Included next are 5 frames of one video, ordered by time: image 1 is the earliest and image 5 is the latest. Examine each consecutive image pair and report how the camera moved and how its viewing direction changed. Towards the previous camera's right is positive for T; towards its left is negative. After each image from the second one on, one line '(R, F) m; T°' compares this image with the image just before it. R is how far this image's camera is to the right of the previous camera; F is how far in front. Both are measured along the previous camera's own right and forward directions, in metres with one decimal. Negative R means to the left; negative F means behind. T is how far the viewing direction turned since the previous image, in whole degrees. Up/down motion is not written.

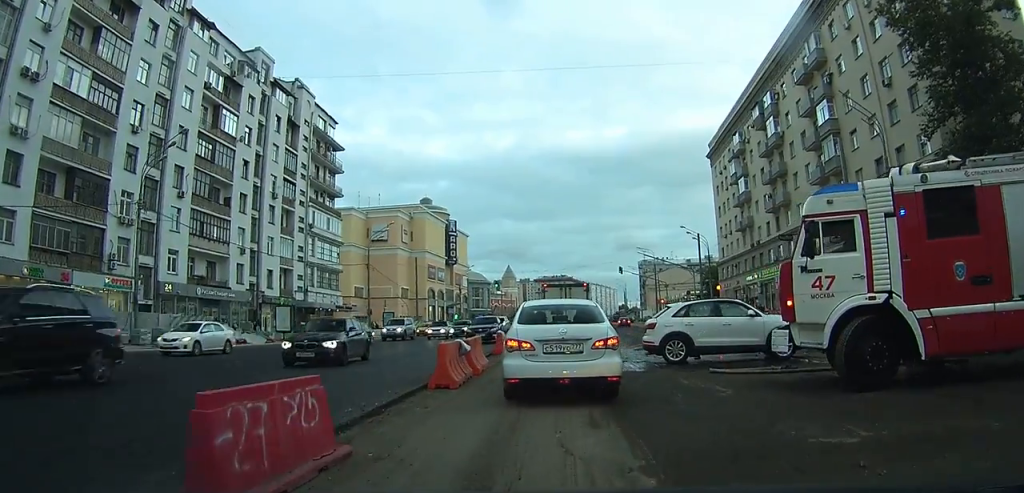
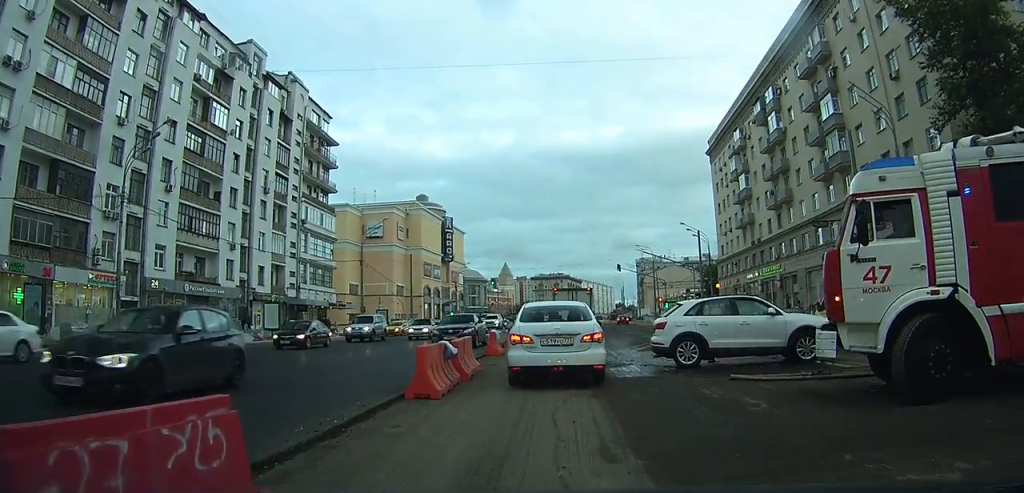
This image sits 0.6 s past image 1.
(0.0, +1.5) m; -2°
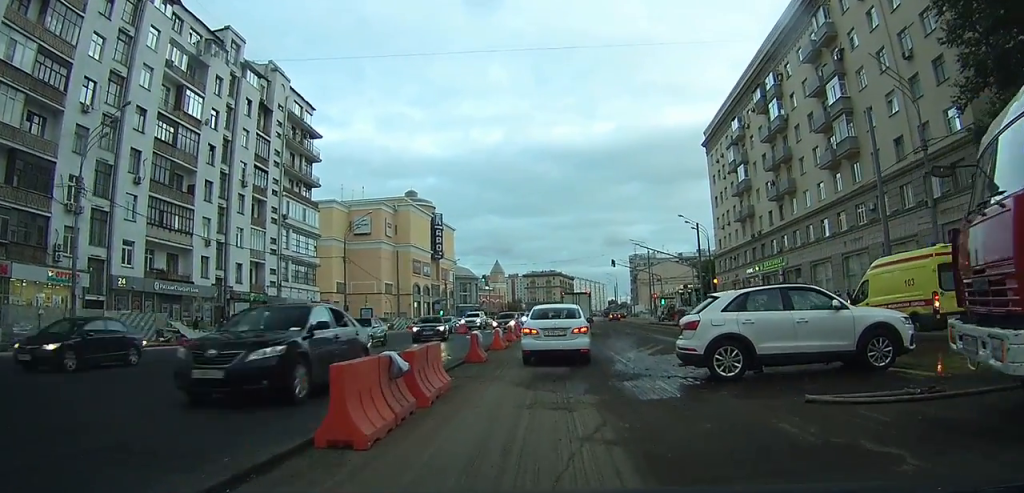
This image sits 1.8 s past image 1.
(-0.1, +3.2) m; -2°
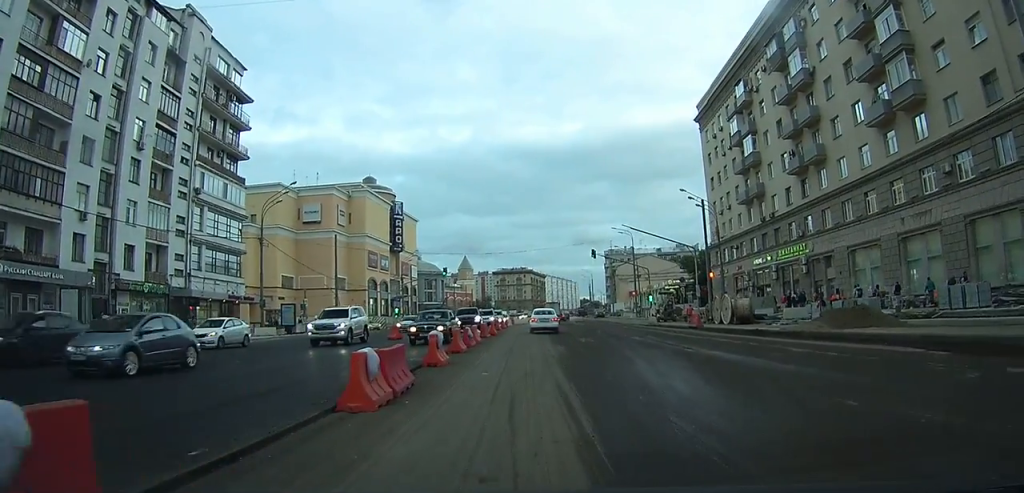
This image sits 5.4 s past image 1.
(-1.1, +13.7) m; -4°
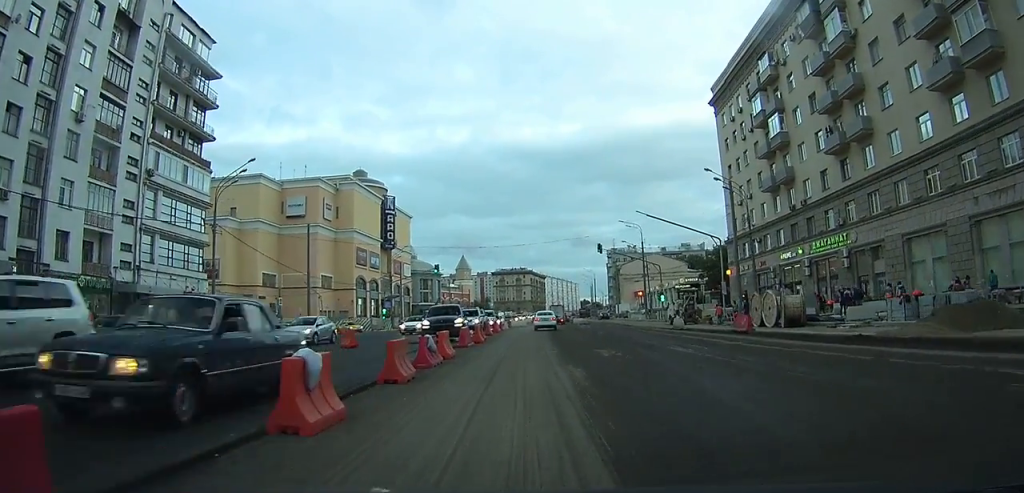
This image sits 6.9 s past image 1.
(+0.7, +8.2) m; +6°
